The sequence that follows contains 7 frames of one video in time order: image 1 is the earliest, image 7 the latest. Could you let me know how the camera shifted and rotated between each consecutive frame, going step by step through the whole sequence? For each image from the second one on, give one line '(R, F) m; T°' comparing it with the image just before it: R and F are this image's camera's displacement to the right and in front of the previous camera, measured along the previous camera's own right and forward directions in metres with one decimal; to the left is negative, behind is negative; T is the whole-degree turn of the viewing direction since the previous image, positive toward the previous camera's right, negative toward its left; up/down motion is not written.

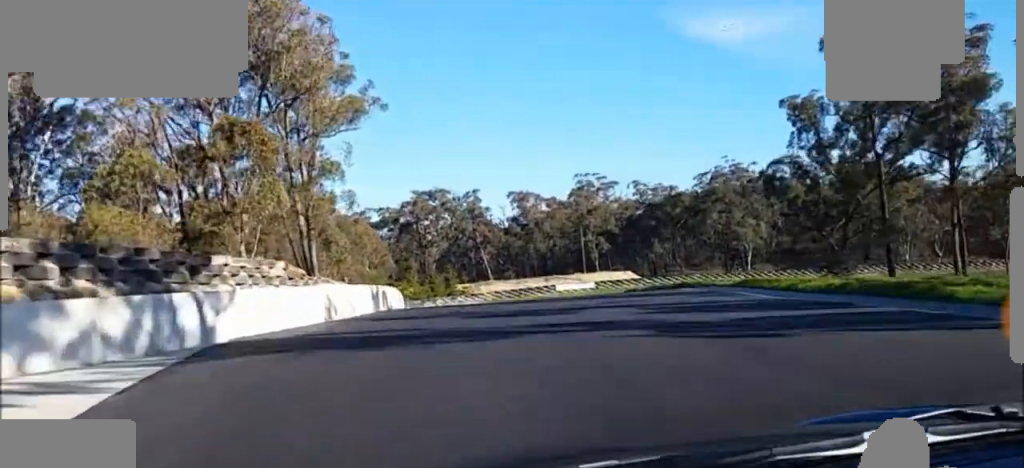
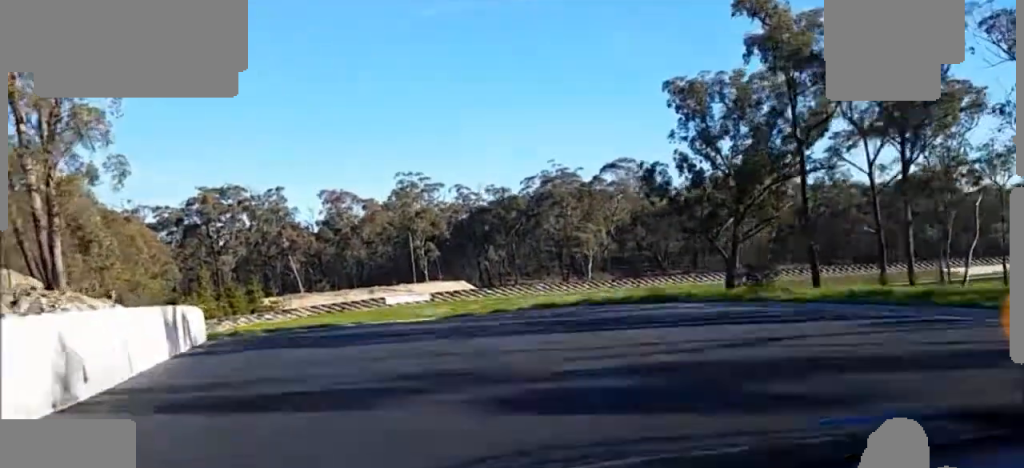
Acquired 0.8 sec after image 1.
(+2.7, +15.7) m; +12°
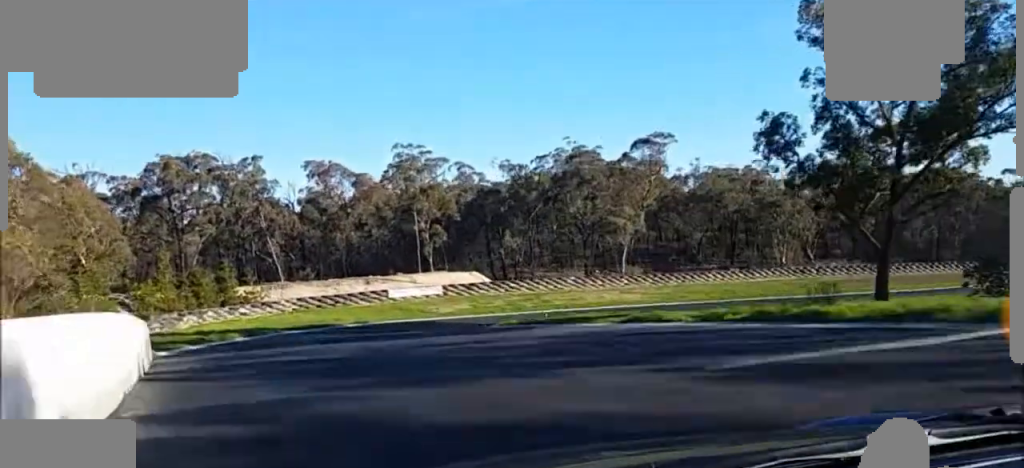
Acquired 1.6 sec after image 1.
(+1.0, +16.5) m; +3°
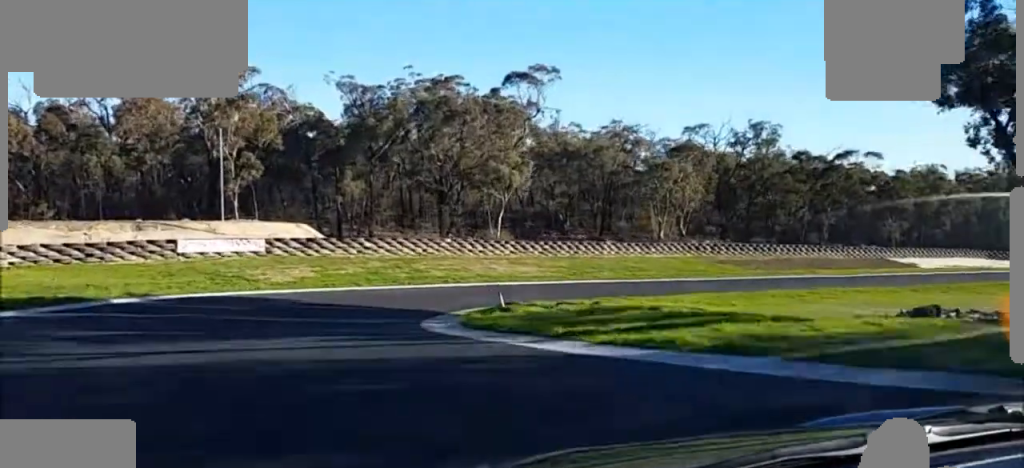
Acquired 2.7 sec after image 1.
(0.0, +23.3) m; +6°
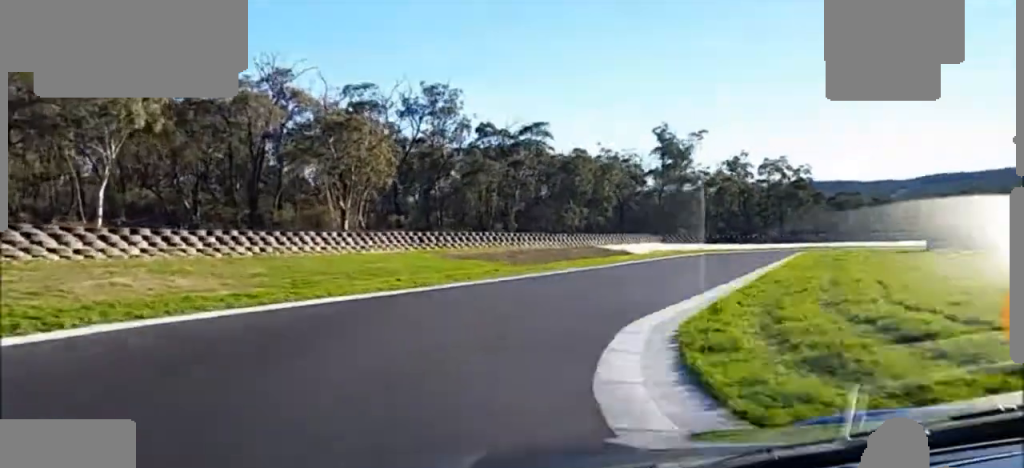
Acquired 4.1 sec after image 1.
(+5.7, +29.7) m; +31°
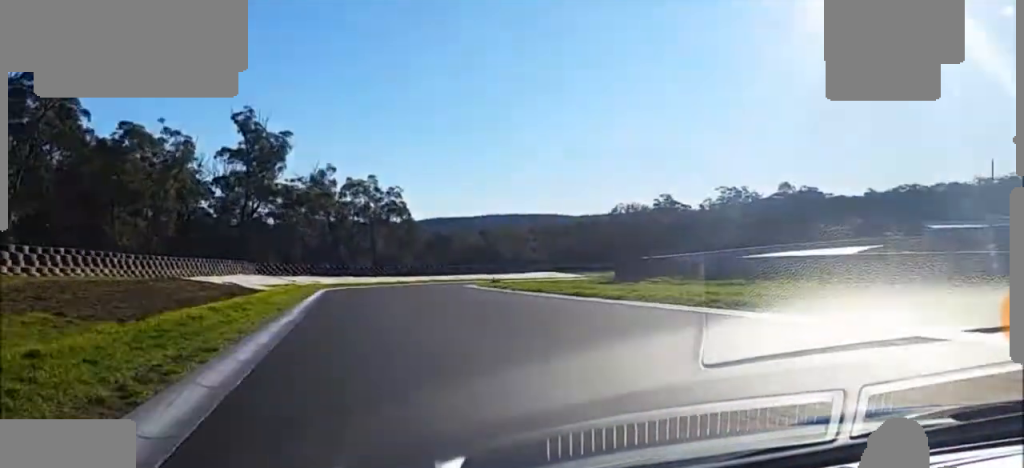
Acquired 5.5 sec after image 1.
(+9.3, +29.7) m; +29°
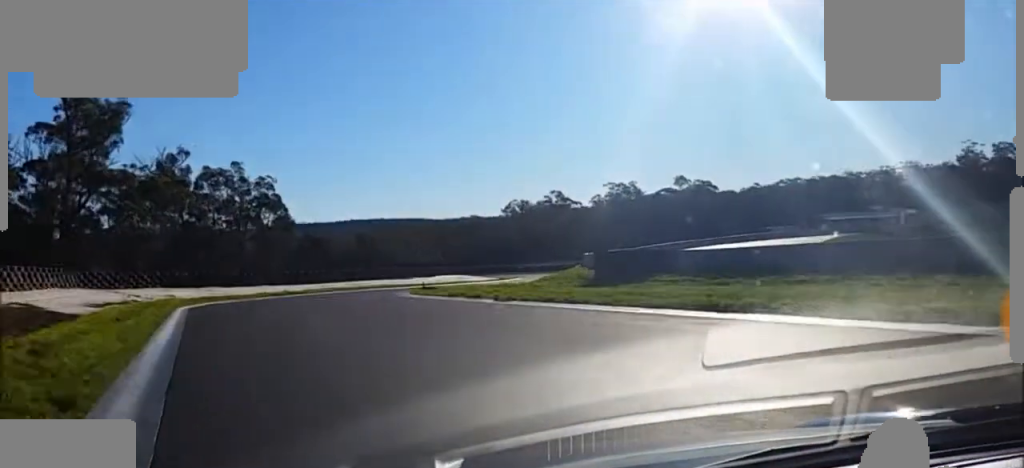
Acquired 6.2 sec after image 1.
(+2.0, +18.6) m; +9°
